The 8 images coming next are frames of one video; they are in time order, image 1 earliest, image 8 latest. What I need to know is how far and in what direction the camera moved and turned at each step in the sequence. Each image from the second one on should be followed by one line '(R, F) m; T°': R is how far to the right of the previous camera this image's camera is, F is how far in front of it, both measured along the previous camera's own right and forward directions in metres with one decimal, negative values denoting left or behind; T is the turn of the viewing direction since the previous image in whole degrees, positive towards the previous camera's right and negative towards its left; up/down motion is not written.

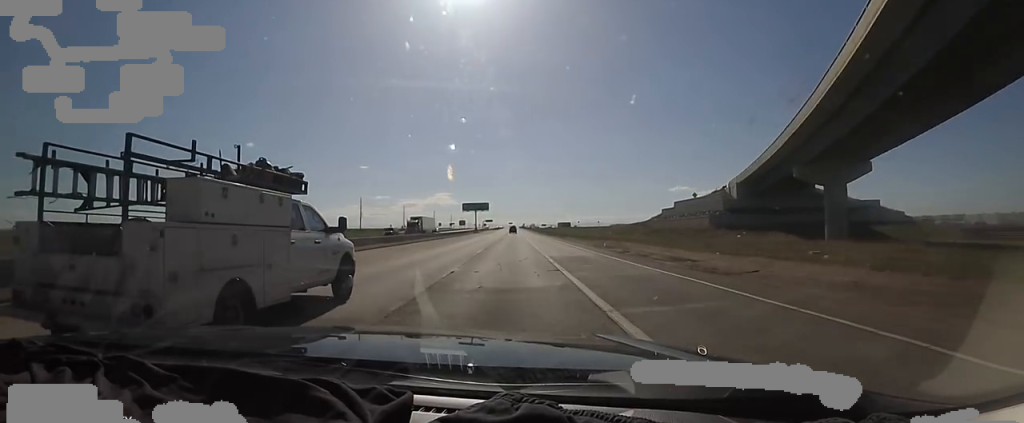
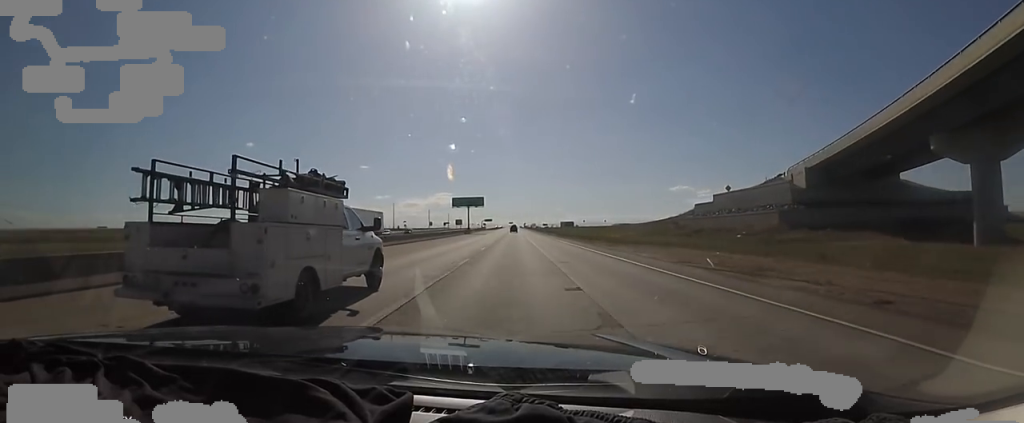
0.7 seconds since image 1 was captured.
(0.0, +21.5) m; 0°
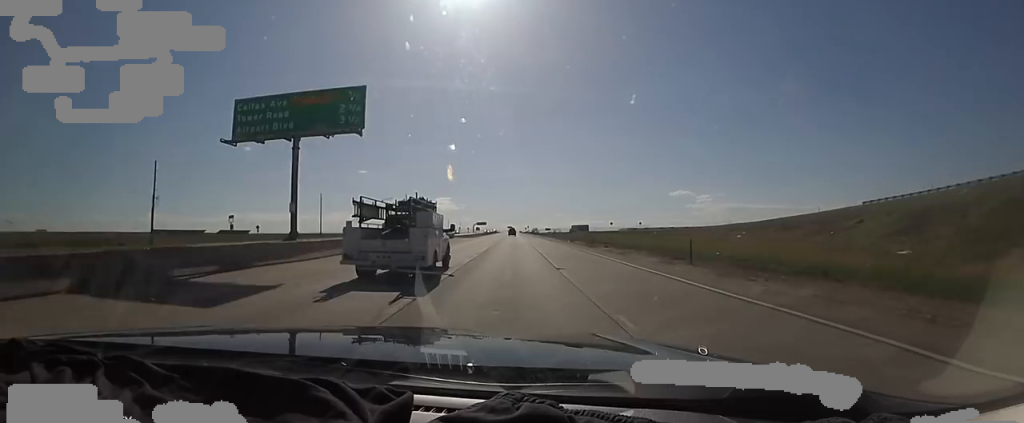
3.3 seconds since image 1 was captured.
(0.0, +84.0) m; 0°
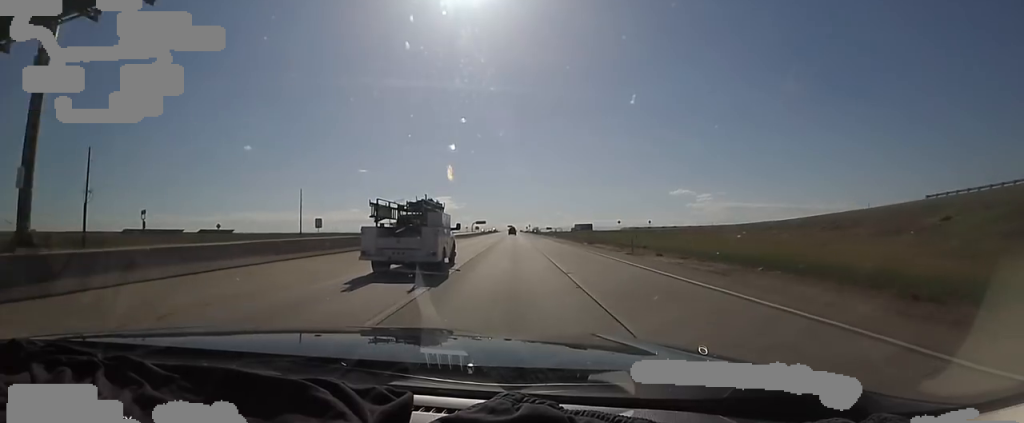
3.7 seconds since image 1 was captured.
(0.0, +14.1) m; 0°
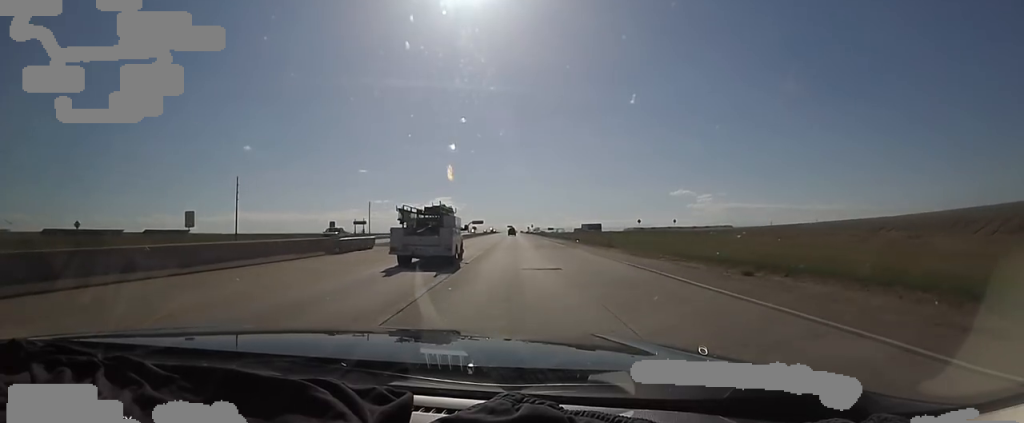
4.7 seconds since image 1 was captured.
(0.0, +31.2) m; 0°
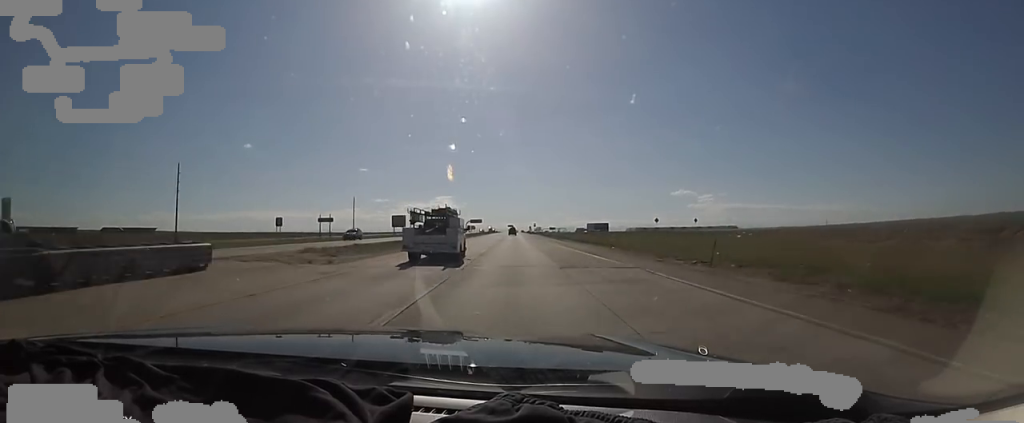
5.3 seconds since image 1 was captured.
(0.0, +19.2) m; 0°
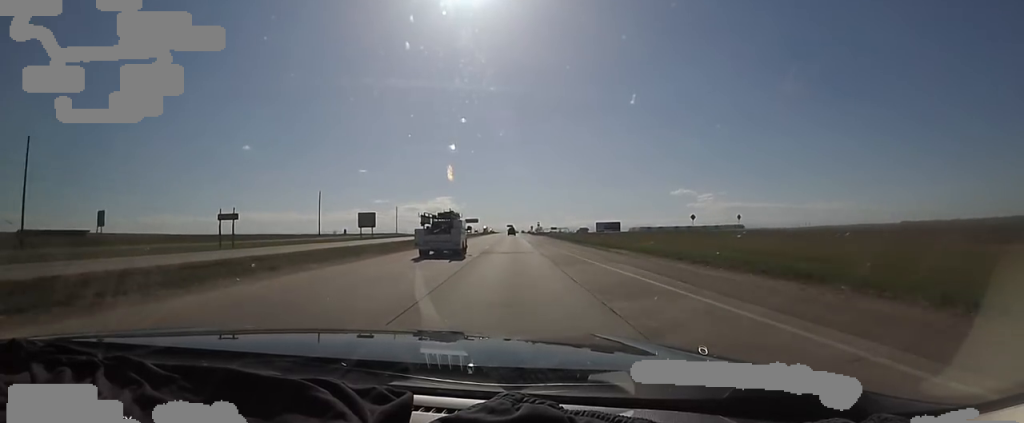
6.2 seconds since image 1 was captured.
(0.0, +29.7) m; 0°
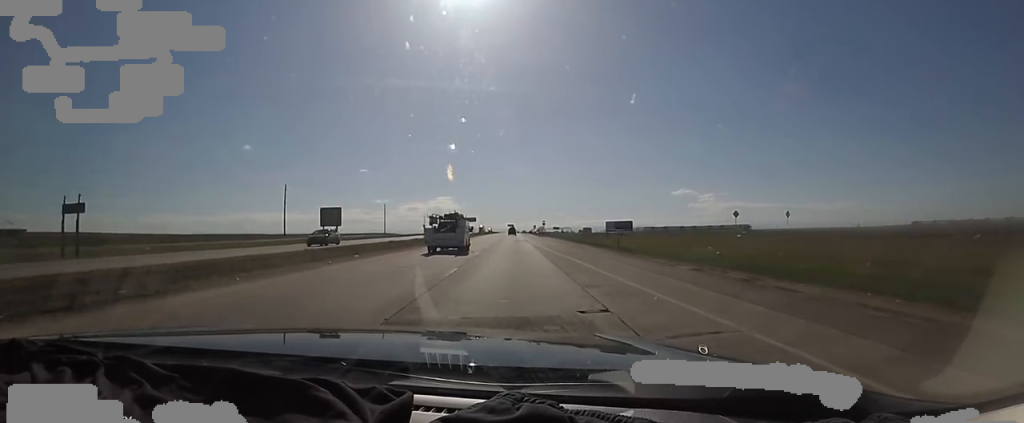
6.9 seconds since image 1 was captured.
(0.0, +22.1) m; 0°
